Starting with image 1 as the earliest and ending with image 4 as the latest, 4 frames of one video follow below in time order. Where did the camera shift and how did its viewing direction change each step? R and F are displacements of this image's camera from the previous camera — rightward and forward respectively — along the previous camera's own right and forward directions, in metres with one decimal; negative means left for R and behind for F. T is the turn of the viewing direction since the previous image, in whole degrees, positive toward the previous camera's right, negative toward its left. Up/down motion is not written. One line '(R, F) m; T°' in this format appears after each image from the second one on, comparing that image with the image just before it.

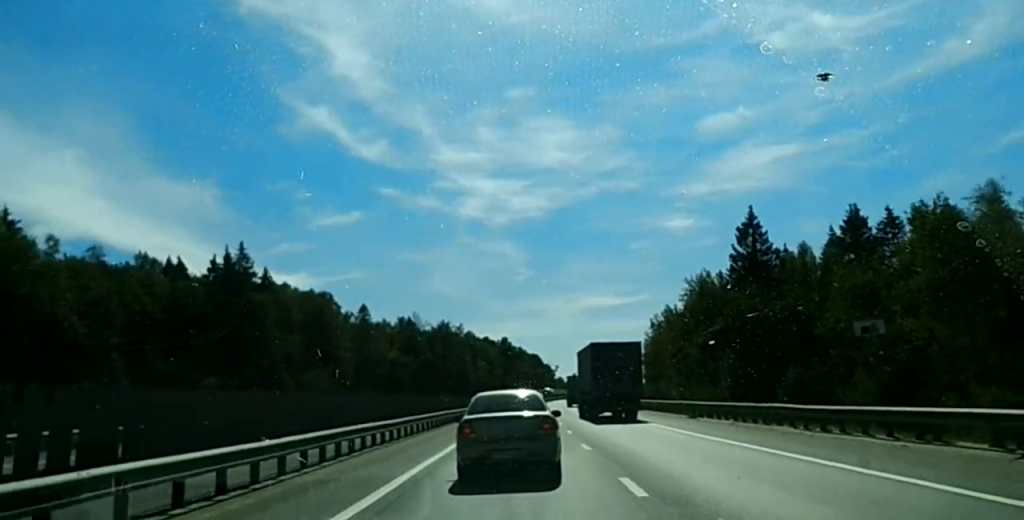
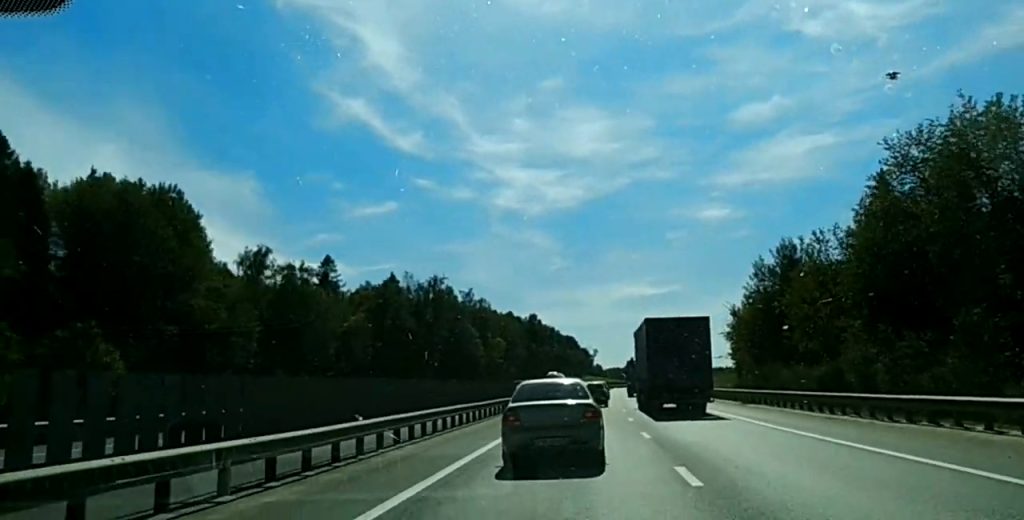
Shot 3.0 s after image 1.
(+1.2, +81.6) m; +2°
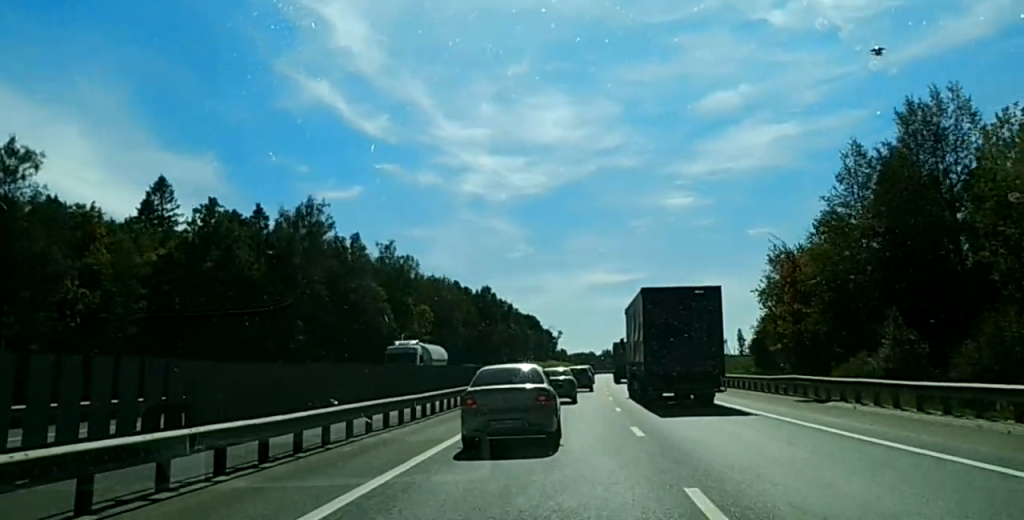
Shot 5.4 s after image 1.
(+0.9, +61.2) m; +2°
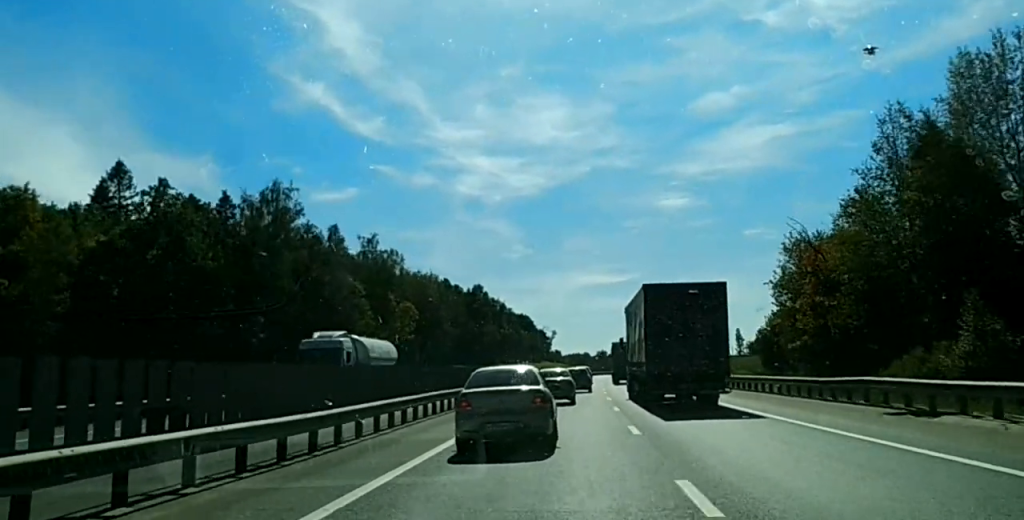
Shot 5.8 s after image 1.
(+0.1, +10.6) m; 0°
